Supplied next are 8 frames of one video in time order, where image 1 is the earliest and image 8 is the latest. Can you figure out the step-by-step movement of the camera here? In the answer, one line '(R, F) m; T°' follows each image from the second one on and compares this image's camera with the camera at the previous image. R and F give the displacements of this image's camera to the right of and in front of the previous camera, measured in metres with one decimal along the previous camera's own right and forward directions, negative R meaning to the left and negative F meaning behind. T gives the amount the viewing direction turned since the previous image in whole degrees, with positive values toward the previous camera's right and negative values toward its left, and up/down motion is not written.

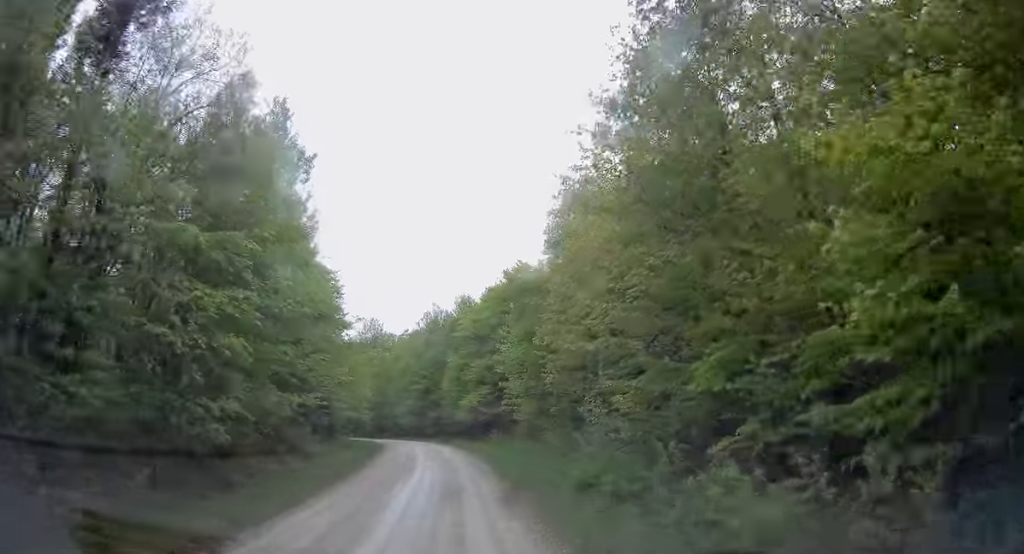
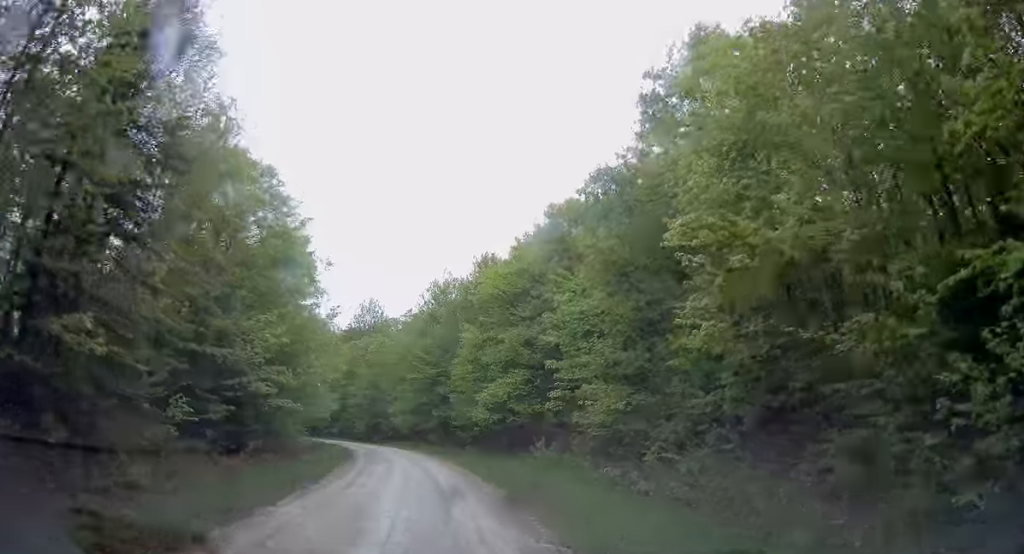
(-0.4, +20.1) m; -2°
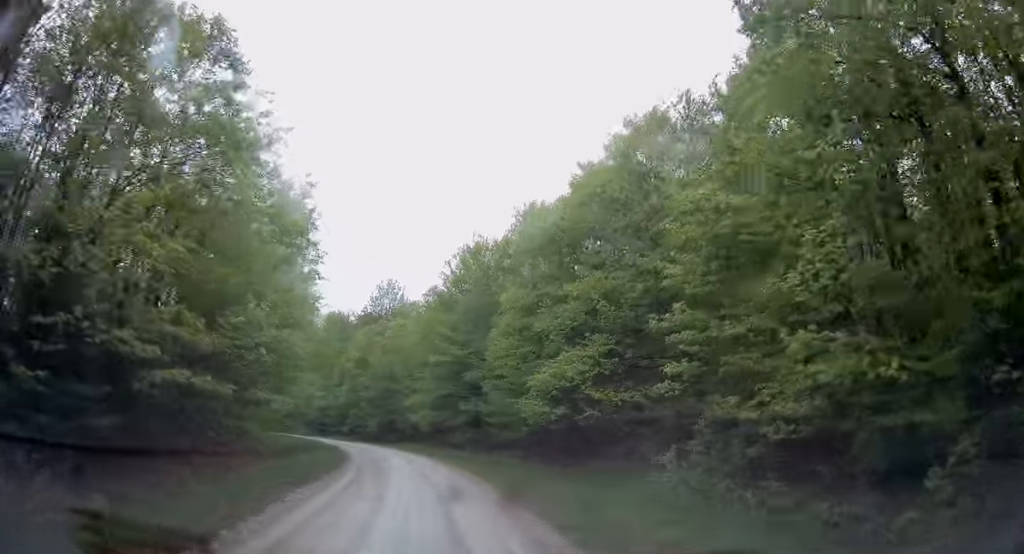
(0.0, +12.8) m; -2°
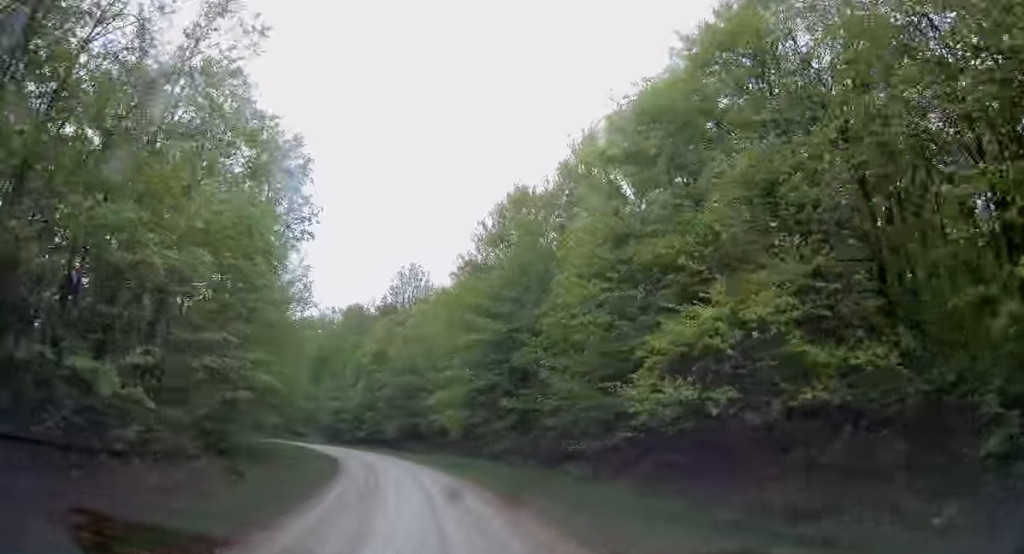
(-0.4, +11.9) m; -5°
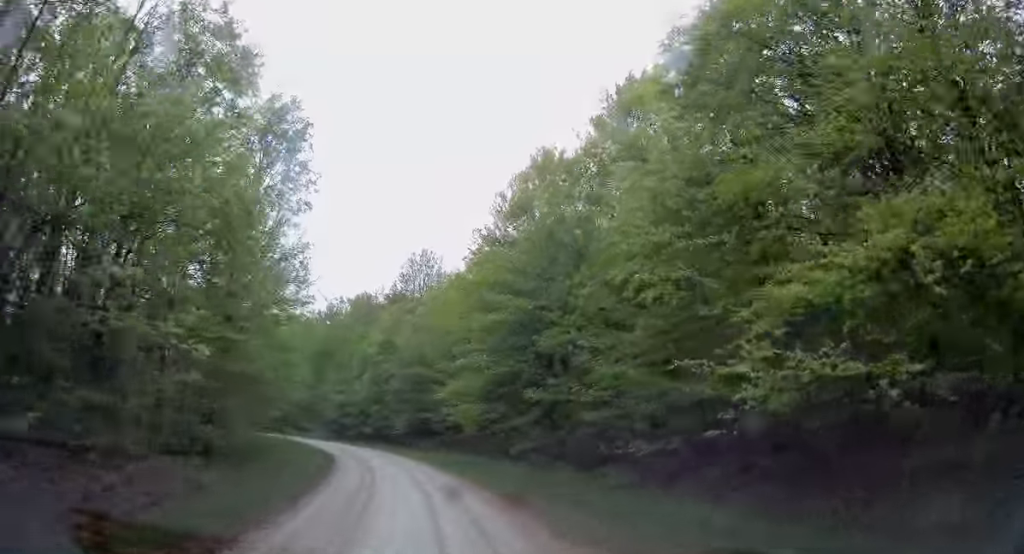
(-0.1, +4.5) m; -1°
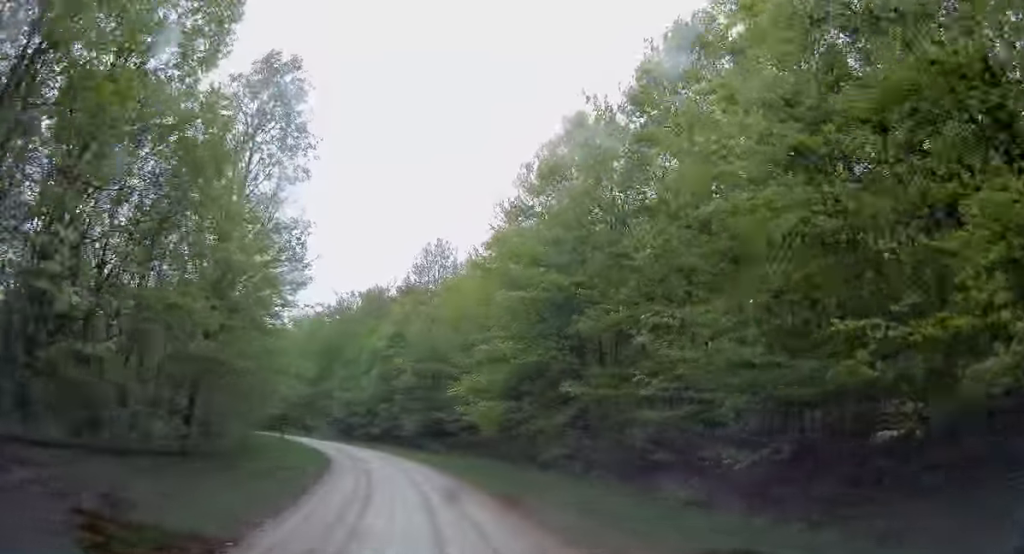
(-0.1, +4.5) m; -1°
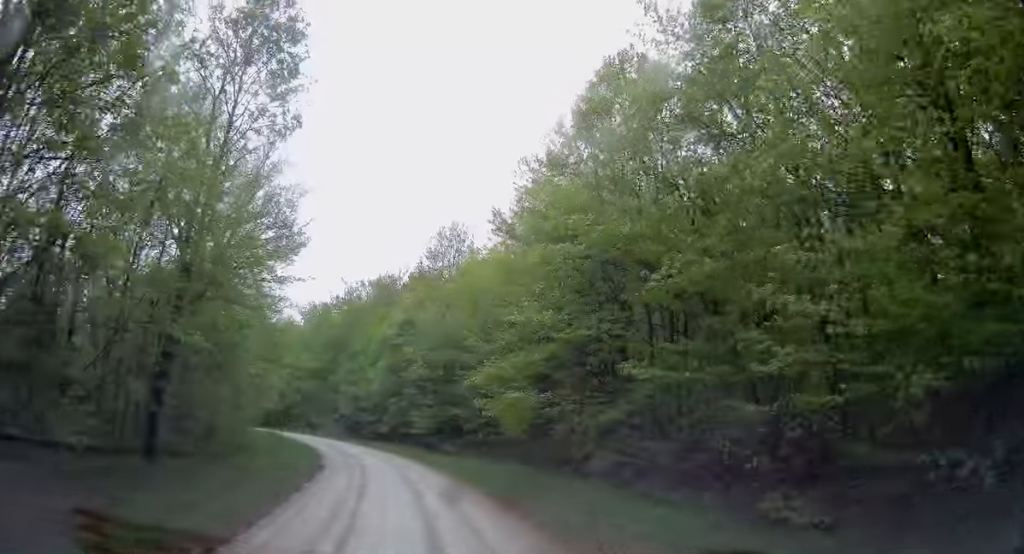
(-0.1, +5.2) m; -1°
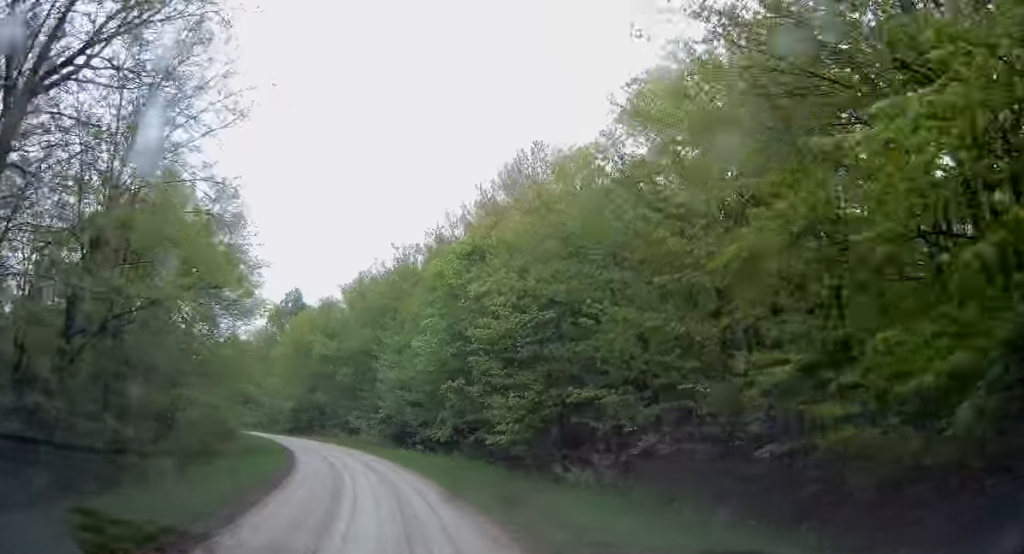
(-0.7, +20.2) m; -7°
